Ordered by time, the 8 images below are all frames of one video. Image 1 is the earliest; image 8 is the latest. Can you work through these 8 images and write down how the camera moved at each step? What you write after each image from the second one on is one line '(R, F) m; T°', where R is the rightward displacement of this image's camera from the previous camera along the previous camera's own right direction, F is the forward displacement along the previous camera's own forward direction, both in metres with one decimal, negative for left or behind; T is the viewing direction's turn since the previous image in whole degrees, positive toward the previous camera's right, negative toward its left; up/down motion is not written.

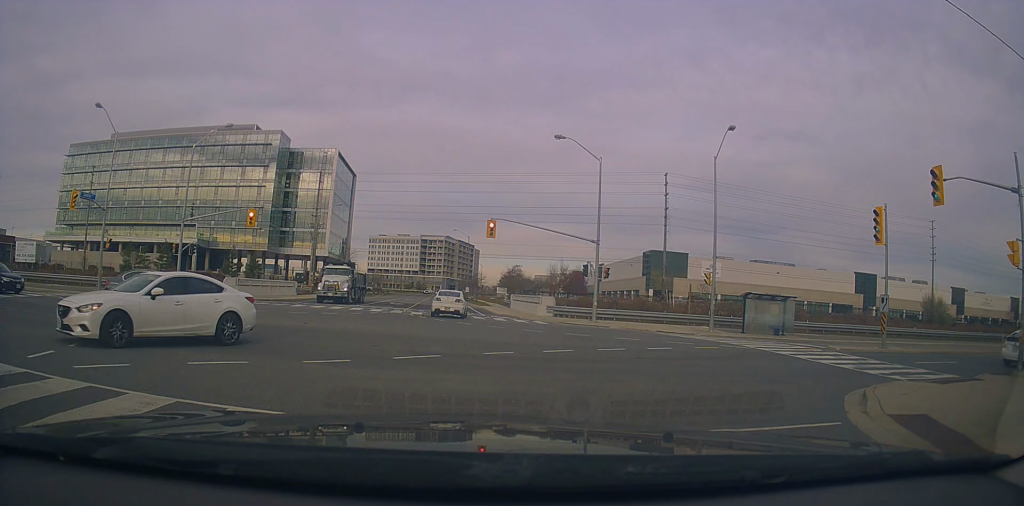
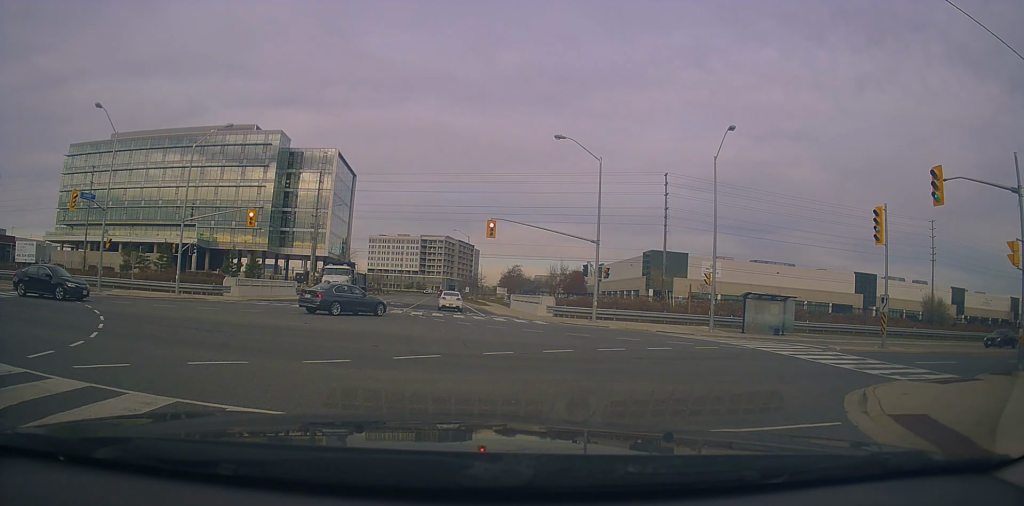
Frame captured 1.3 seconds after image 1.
(0.0, 0.0) m; 0°
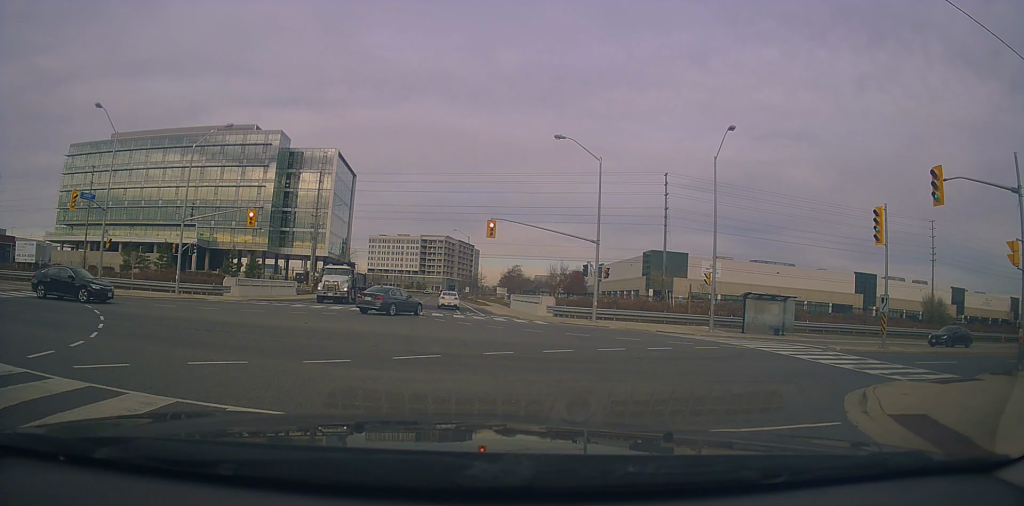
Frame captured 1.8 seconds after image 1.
(0.0, 0.0) m; 0°
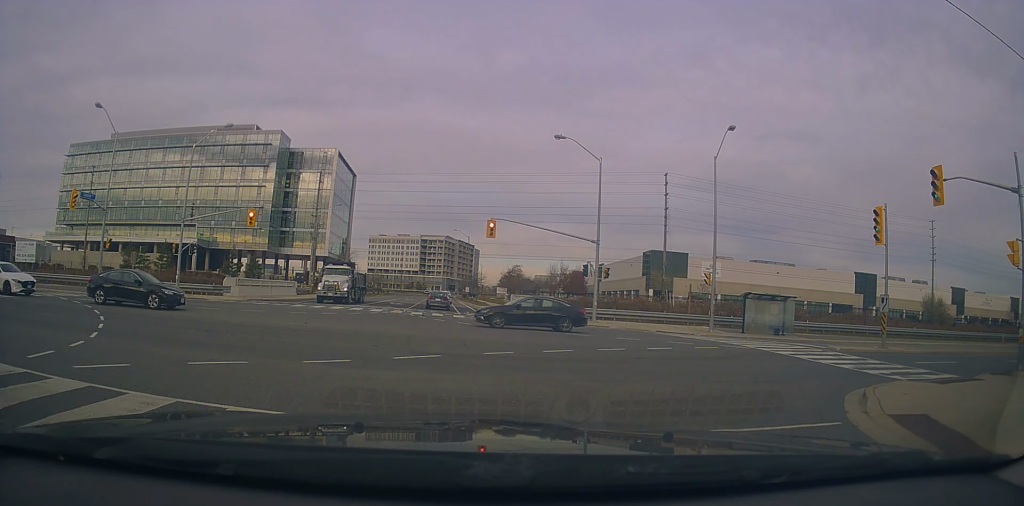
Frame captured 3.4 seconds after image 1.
(0.0, 0.0) m; 0°
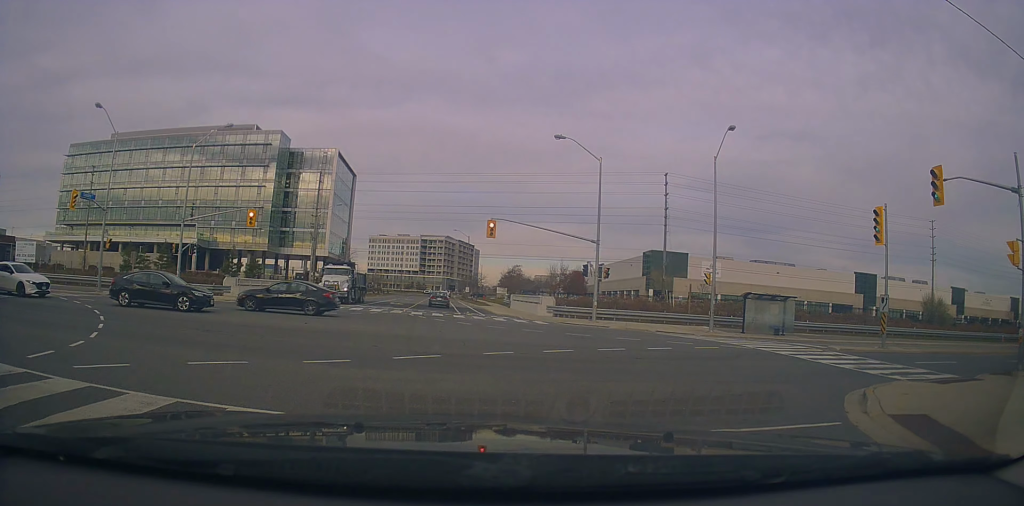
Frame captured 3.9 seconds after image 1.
(0.0, 0.0) m; 0°
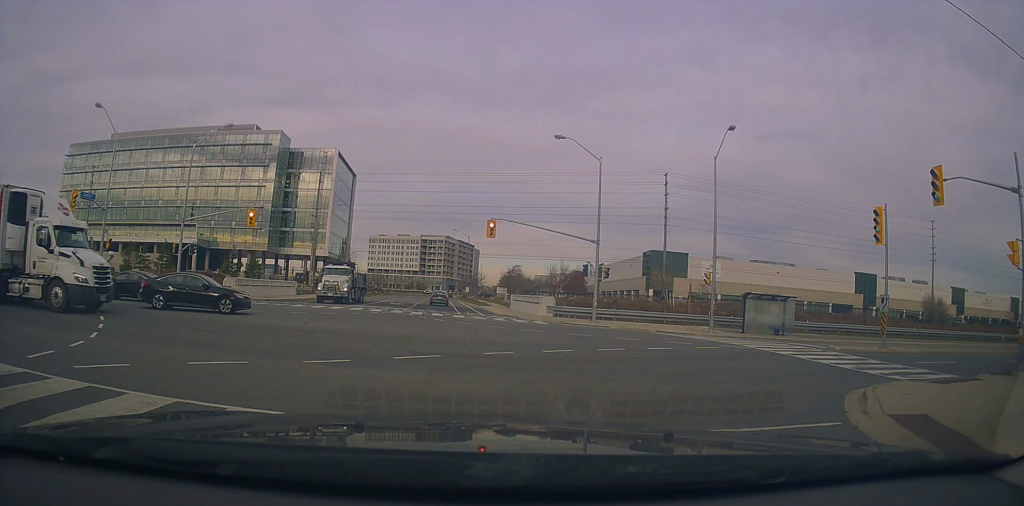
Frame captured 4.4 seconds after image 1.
(0.0, 0.0) m; 0°
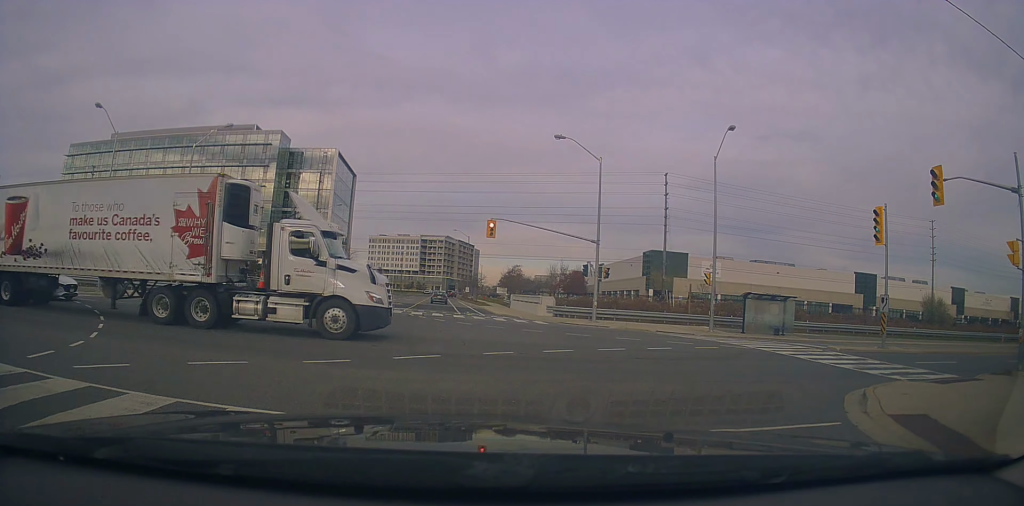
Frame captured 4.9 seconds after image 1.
(0.0, 0.0) m; 0°
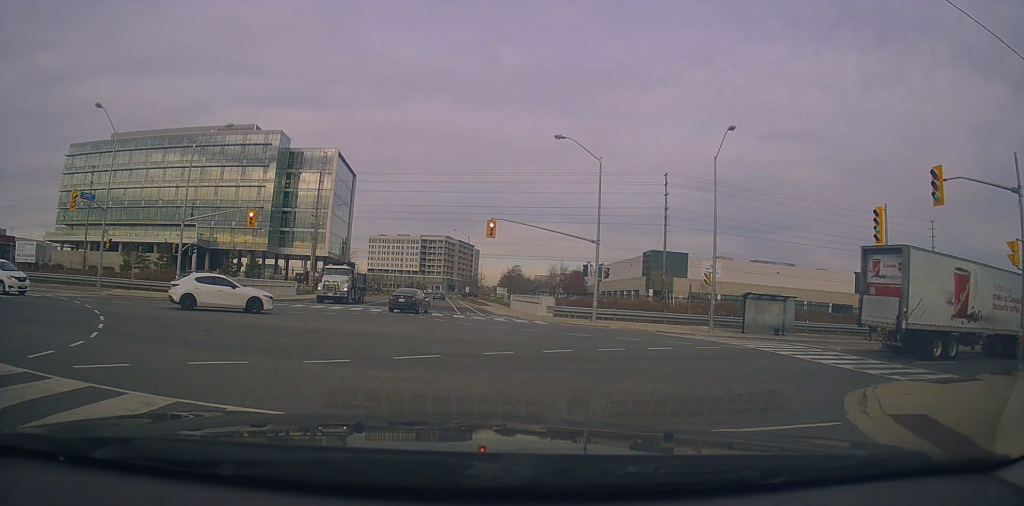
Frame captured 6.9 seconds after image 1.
(0.0, 0.0) m; 0°
